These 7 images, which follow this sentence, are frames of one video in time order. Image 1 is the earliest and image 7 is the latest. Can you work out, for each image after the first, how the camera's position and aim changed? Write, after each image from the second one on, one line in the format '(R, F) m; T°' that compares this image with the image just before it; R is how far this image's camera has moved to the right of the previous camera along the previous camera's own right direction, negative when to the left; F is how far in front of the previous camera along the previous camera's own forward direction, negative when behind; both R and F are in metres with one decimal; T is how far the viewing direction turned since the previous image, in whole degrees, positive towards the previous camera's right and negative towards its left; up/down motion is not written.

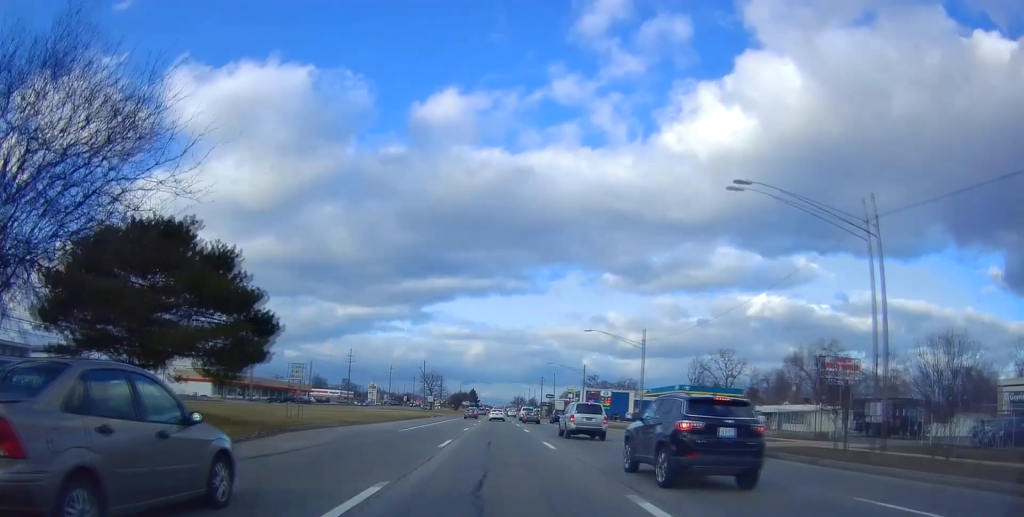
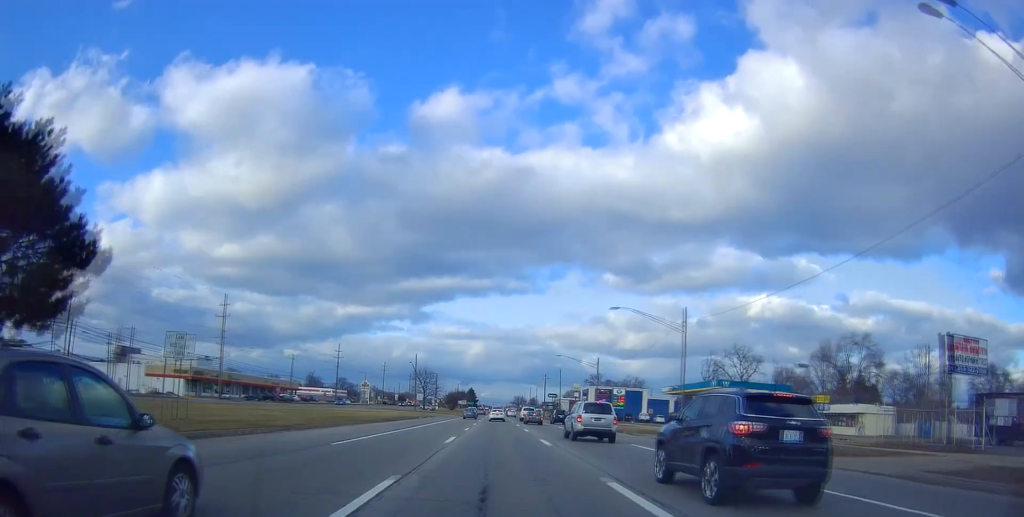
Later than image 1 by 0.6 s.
(+0.5, +13.4) m; 0°
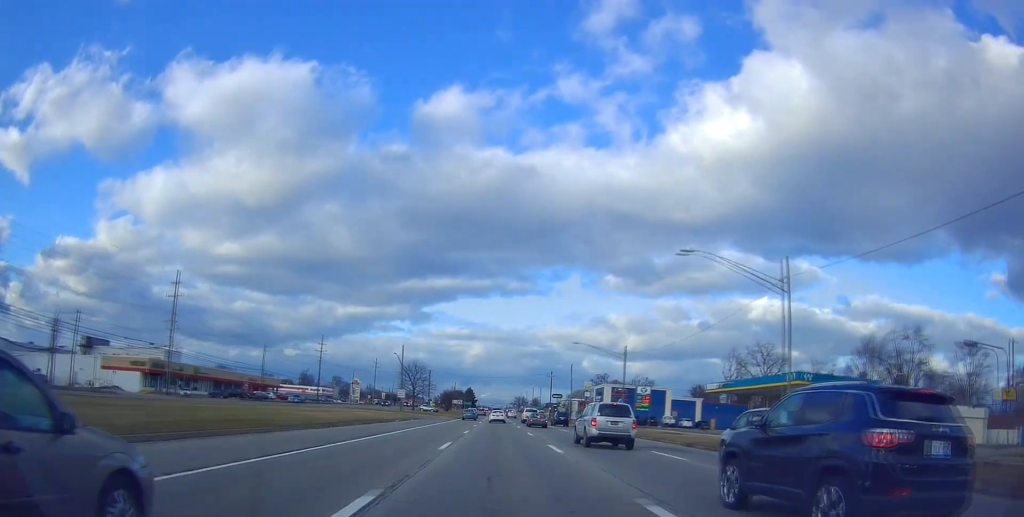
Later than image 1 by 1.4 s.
(-0.5, +17.7) m; 0°
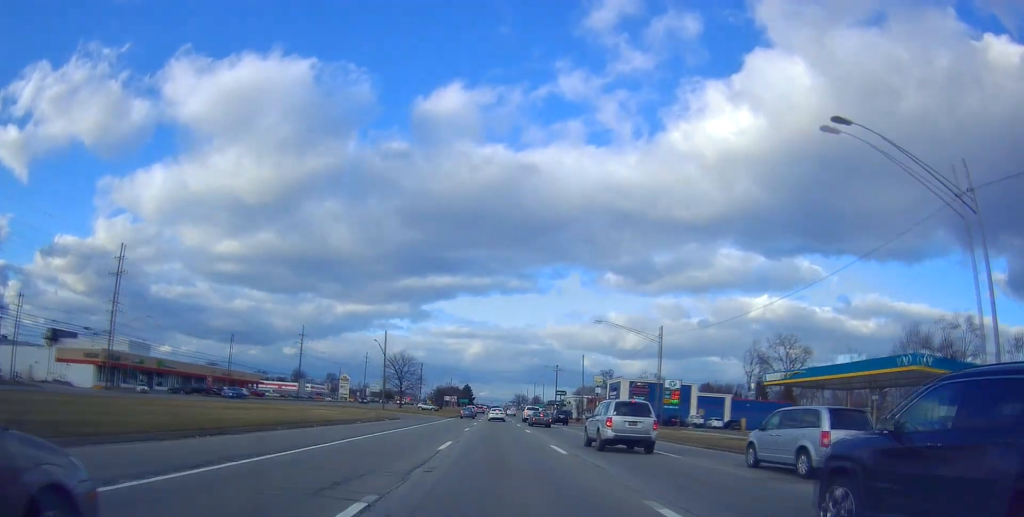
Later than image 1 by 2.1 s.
(+0.1, +15.5) m; 0°
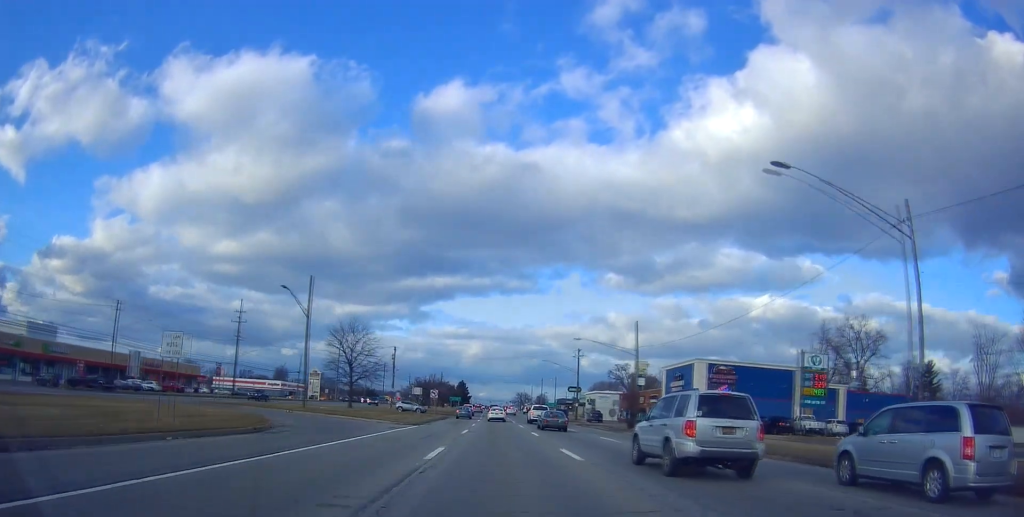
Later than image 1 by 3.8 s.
(+0.2, +36.0) m; +1°
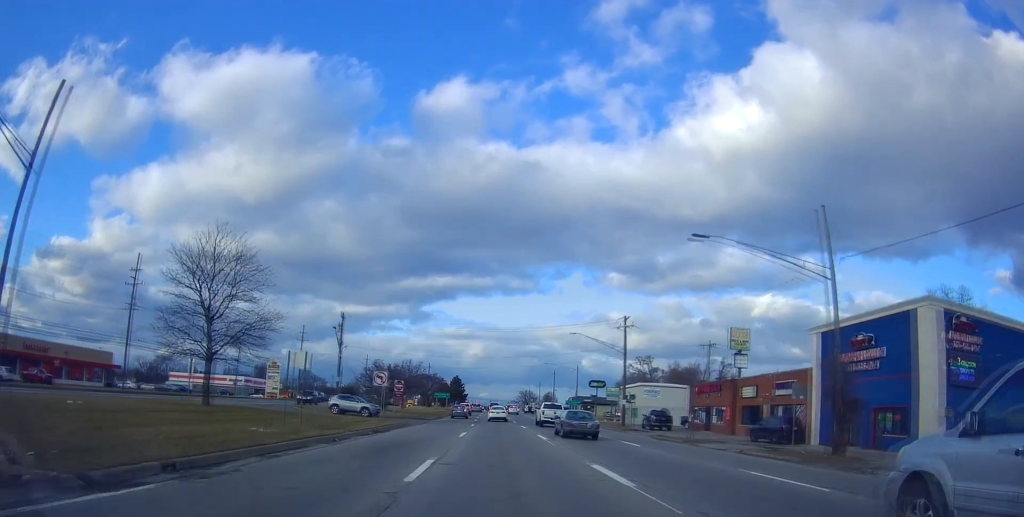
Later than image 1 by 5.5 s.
(+0.6, +35.1) m; +1°
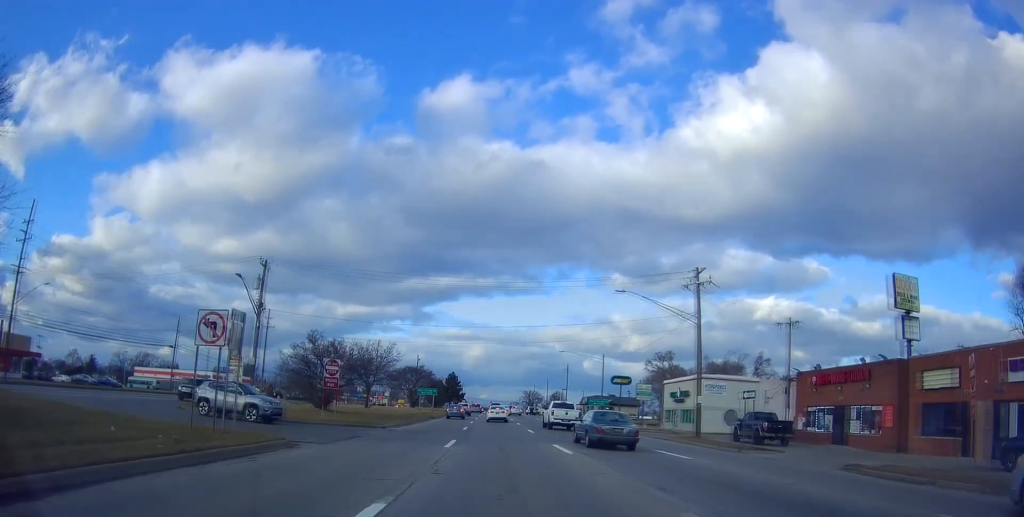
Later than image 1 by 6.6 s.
(0.0, +23.3) m; -2°
